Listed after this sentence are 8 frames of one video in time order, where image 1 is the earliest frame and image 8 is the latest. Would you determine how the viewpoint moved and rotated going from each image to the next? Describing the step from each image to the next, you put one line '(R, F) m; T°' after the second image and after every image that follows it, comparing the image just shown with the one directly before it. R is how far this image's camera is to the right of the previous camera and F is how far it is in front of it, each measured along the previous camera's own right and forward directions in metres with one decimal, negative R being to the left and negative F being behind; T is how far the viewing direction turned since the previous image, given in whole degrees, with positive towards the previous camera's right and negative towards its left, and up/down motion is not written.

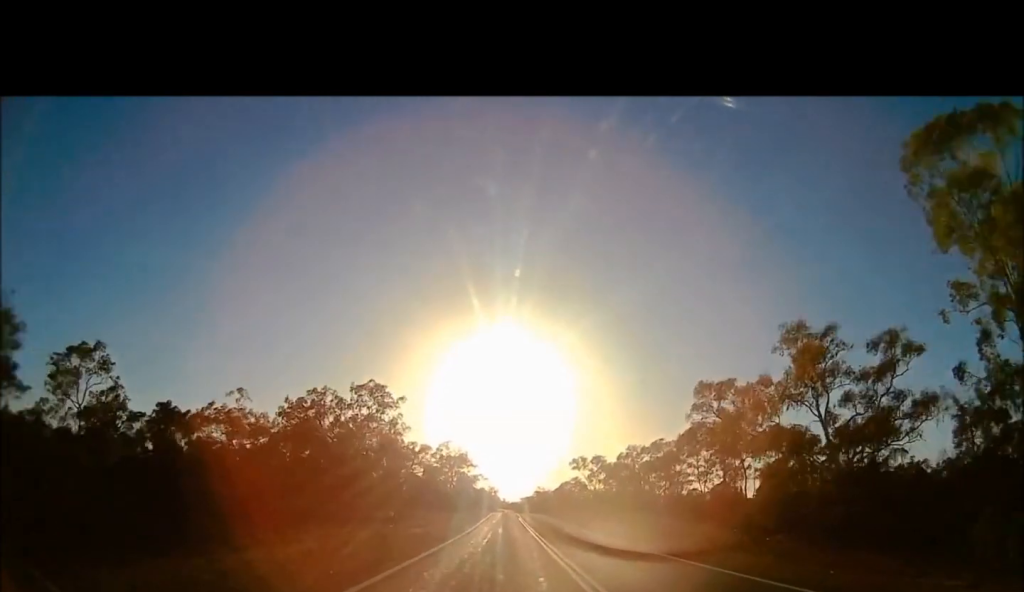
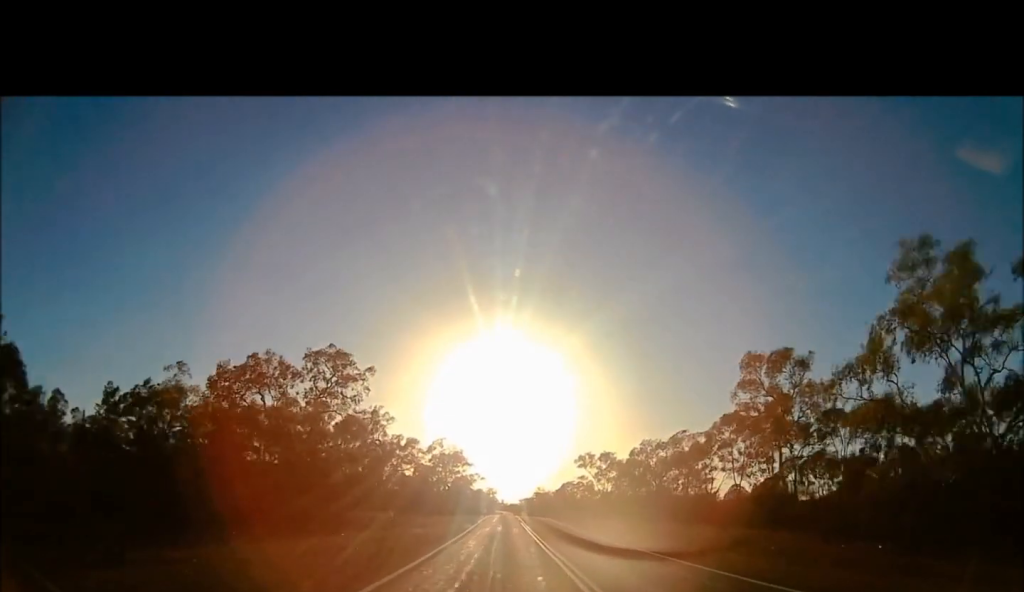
(0.0, +14.6) m; 0°
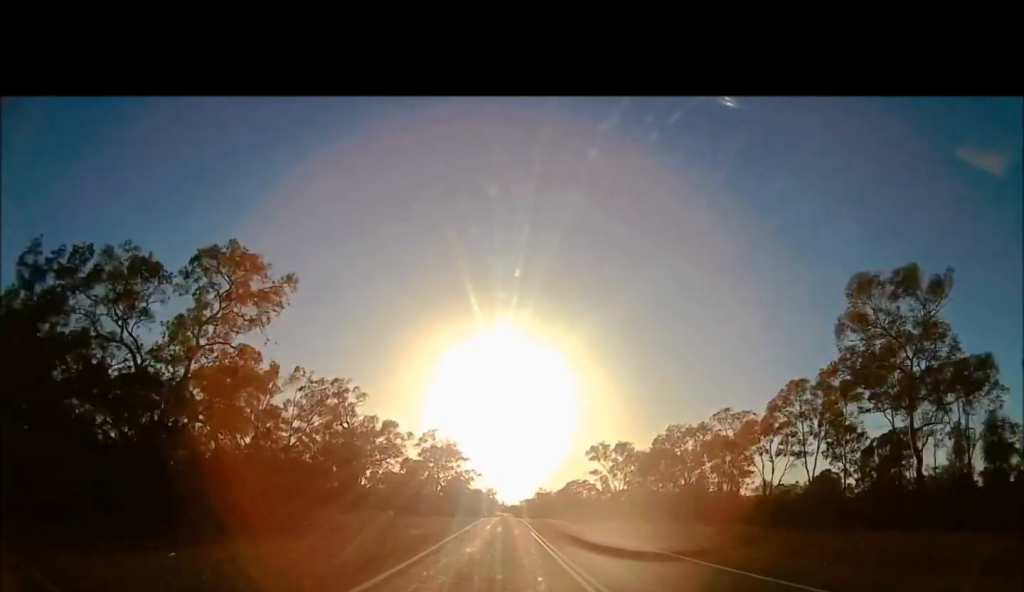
(+0.1, +19.0) m; 0°
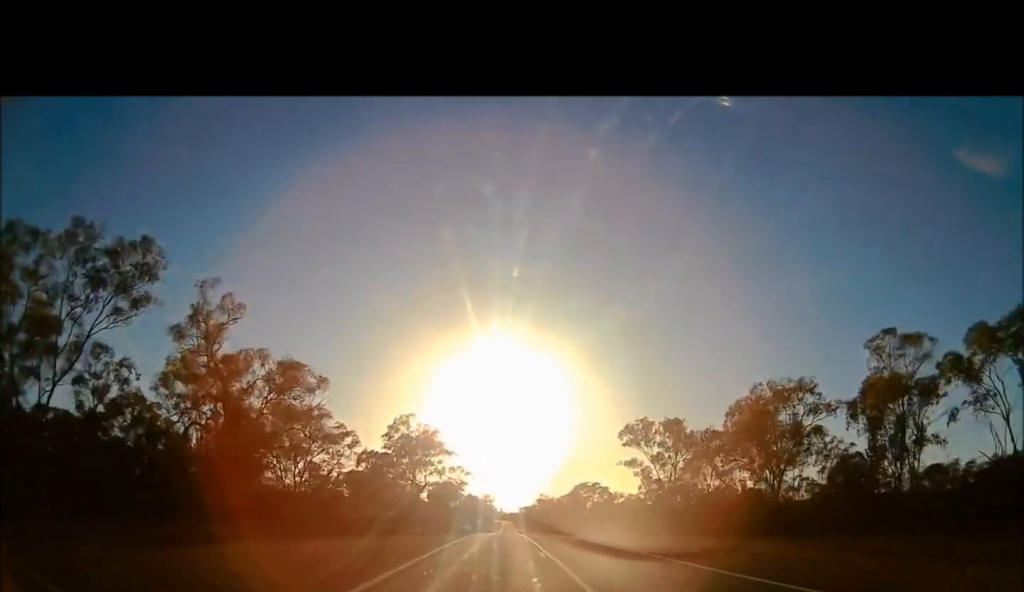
(-0.1, +35.8) m; 0°
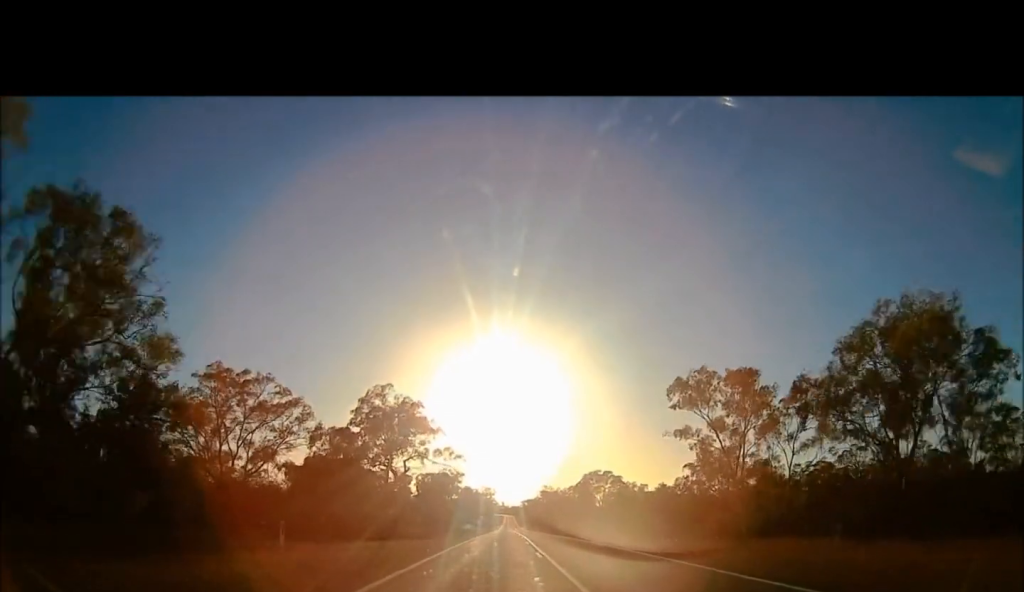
(+0.1, +23.4) m; 0°
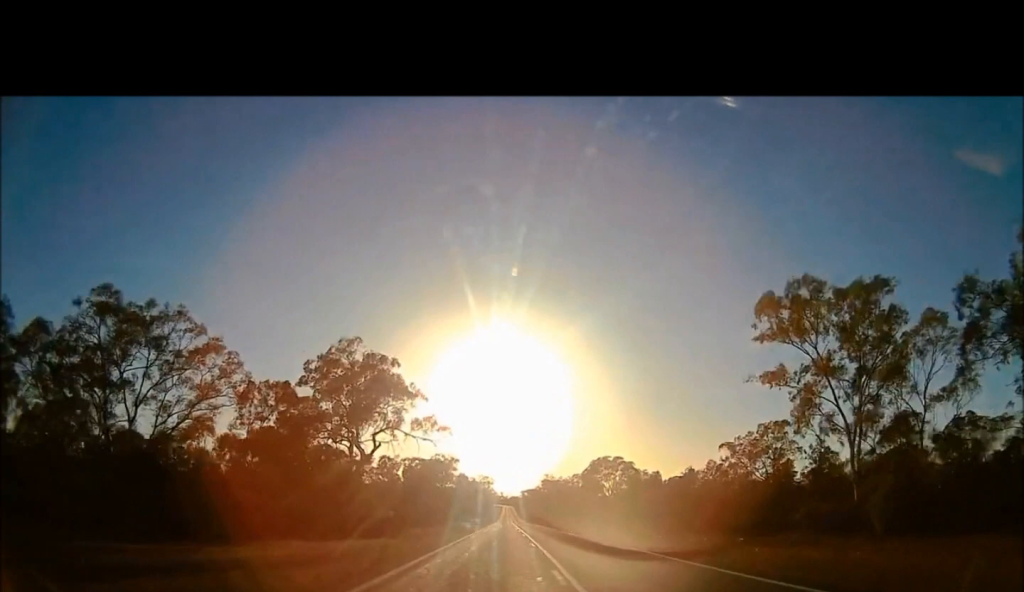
(+0.1, +20.1) m; 0°
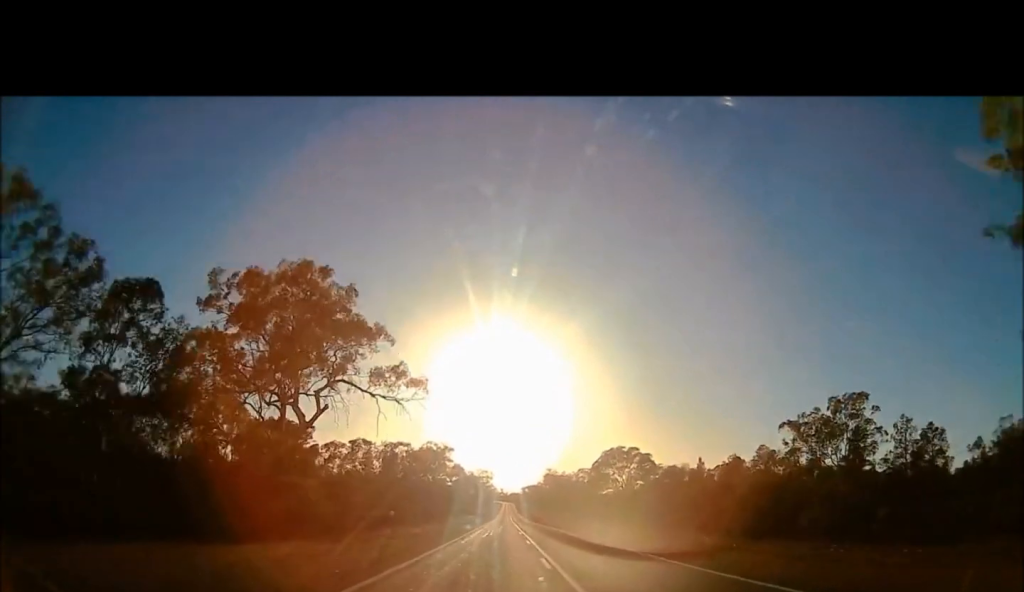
(-0.1, +21.3) m; 0°
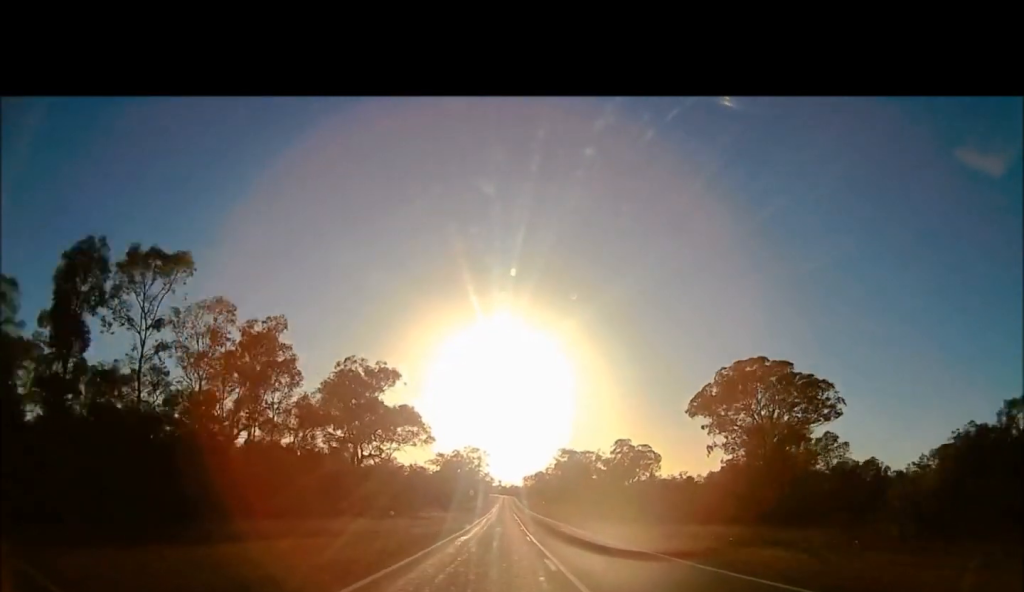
(0.0, +87.3) m; 0°
